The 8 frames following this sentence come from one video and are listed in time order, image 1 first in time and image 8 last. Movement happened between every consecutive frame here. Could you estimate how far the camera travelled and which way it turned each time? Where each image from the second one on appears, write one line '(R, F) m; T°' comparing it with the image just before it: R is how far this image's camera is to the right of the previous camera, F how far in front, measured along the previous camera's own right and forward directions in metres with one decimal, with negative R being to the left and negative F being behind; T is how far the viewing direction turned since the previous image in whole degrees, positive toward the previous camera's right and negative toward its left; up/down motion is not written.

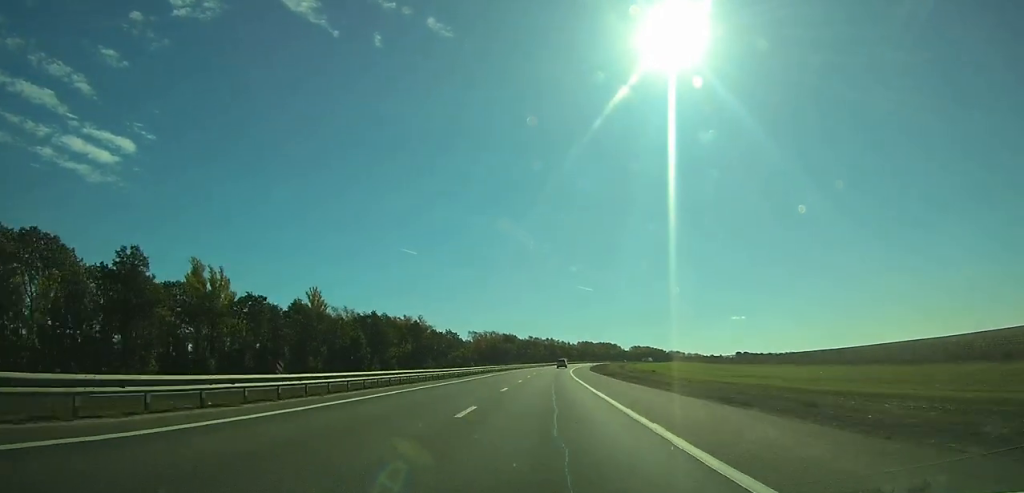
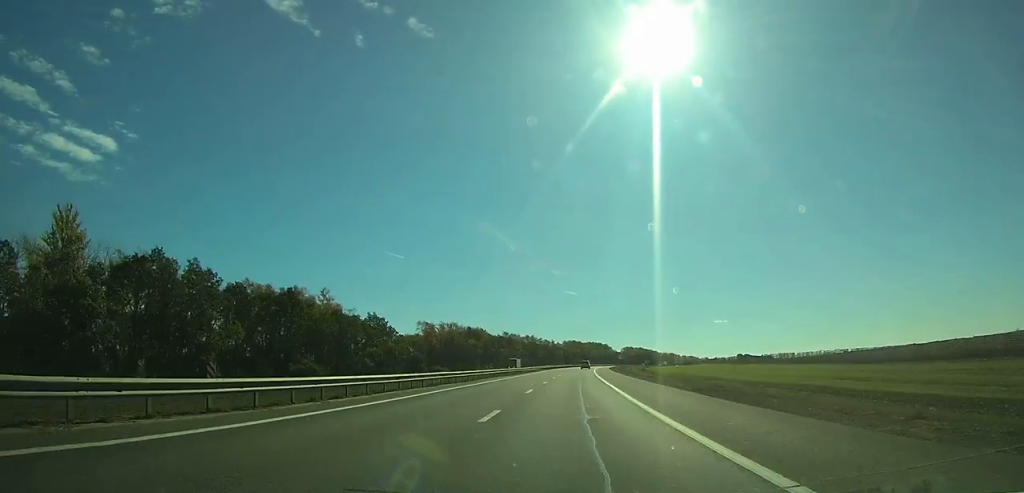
(+1.7, +85.4) m; +2°
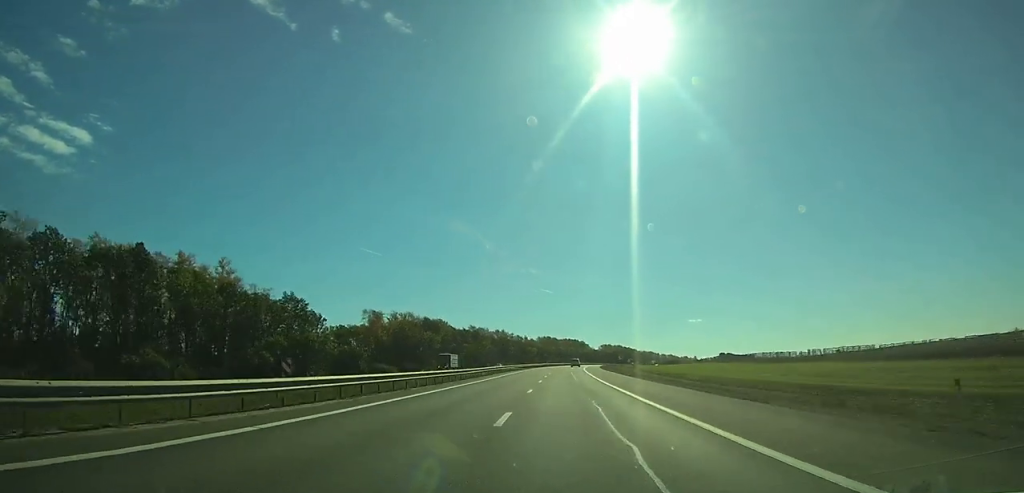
(+0.1, +37.1) m; +1°
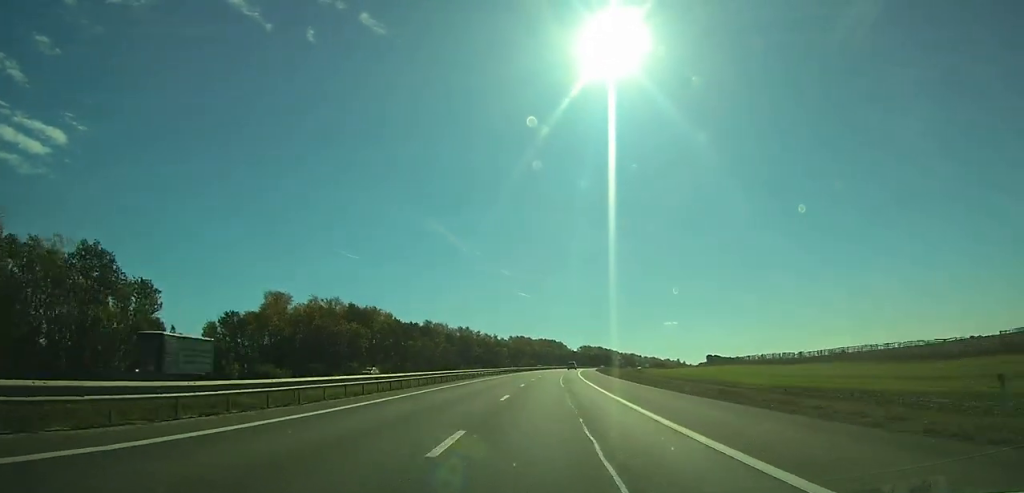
(+1.1, +51.0) m; +3°
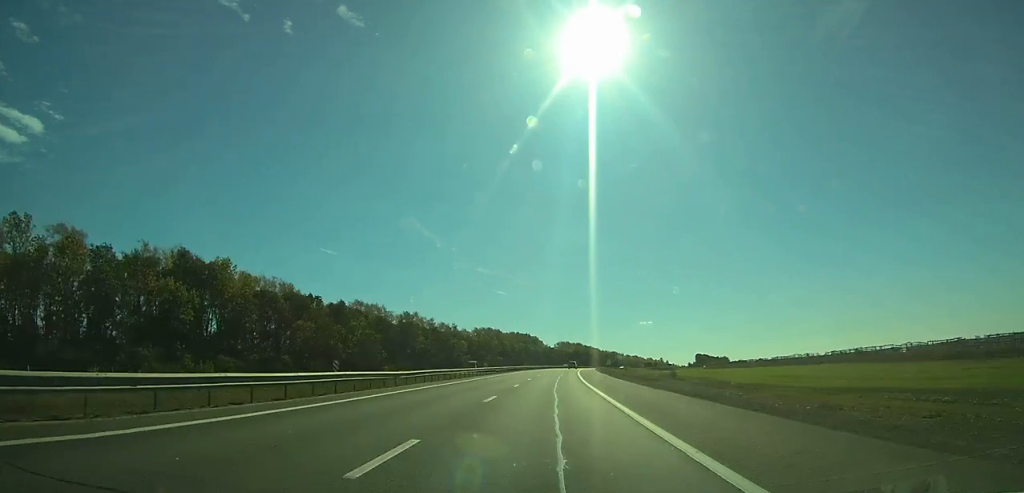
(+1.7, +61.4) m; +3°
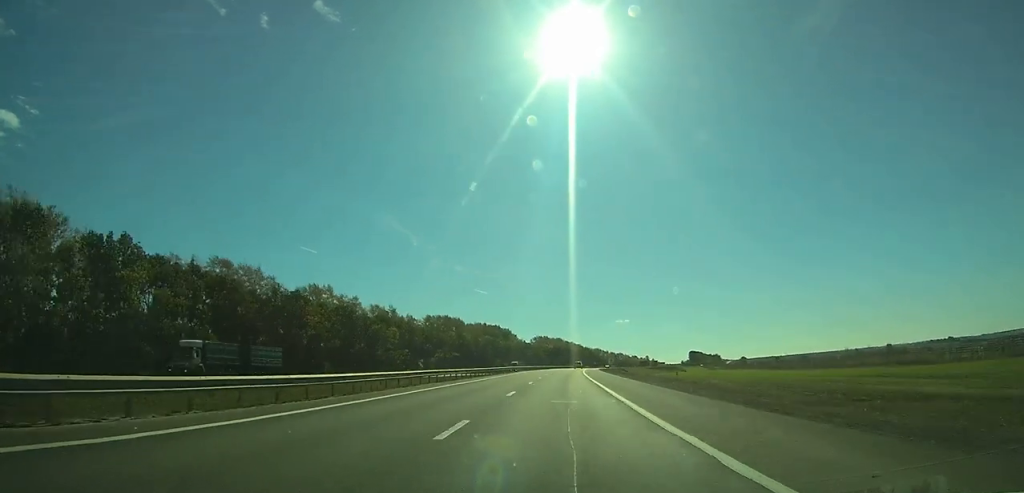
(+1.9, +68.6) m; +3°
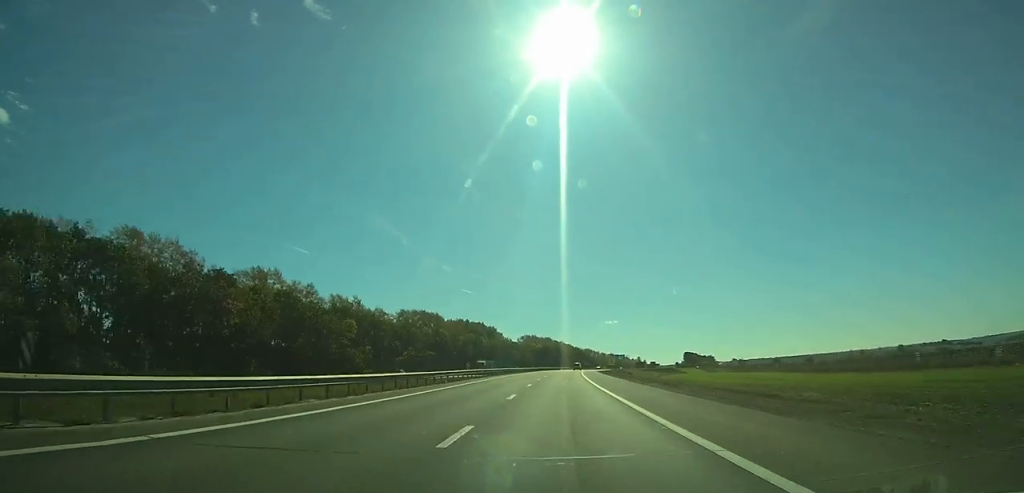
(0.0, +24.7) m; +1°
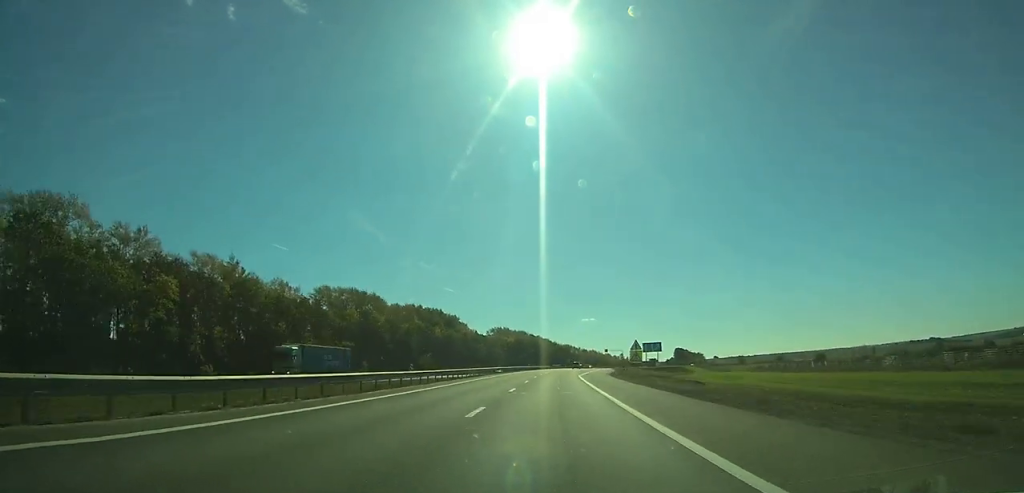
(+1.2, +54.9) m; +2°
